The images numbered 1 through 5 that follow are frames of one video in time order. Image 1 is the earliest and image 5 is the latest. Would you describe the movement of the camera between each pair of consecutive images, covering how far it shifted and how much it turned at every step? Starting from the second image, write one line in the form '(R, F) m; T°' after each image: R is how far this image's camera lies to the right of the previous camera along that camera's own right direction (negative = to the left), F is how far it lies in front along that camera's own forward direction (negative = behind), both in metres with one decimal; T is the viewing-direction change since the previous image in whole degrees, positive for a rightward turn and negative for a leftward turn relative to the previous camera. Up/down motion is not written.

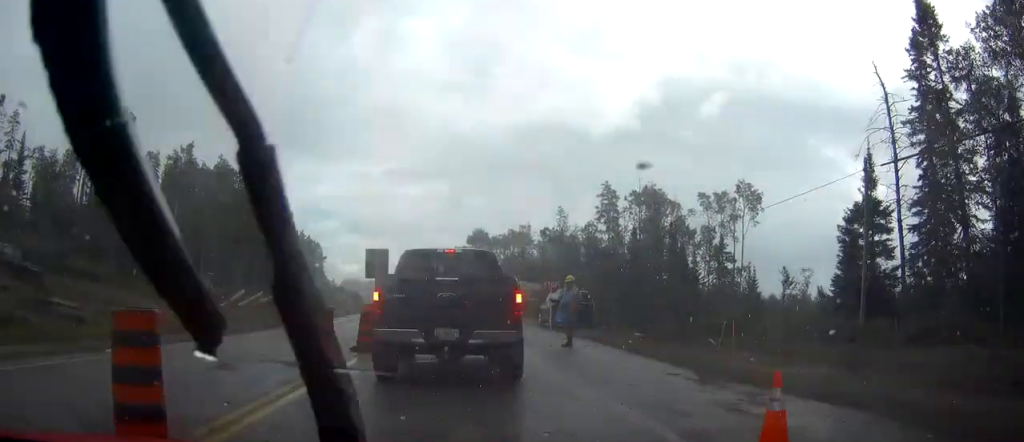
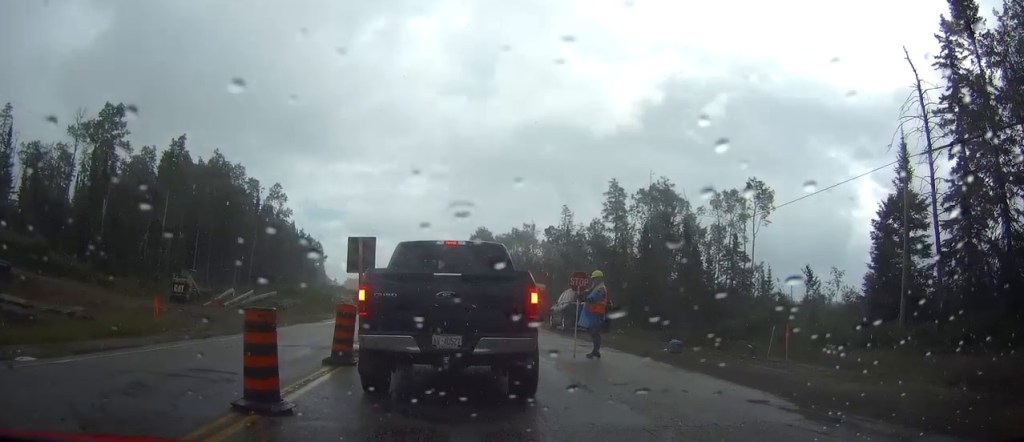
(0.0, +2.7) m; -7°
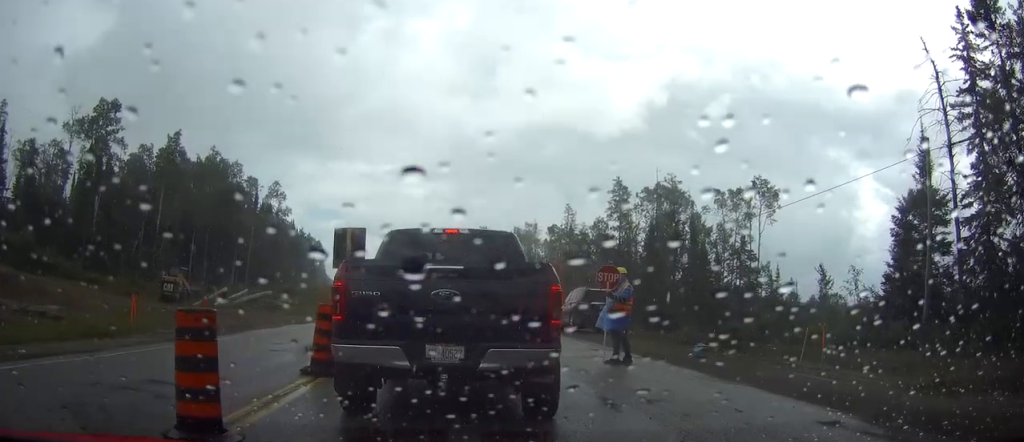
(-0.2, +1.2) m; 0°
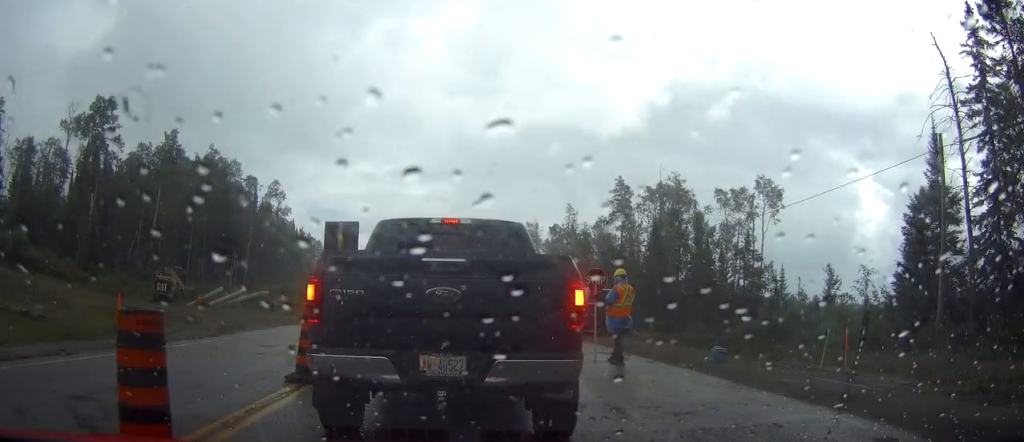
(-0.4, +0.6) m; 0°
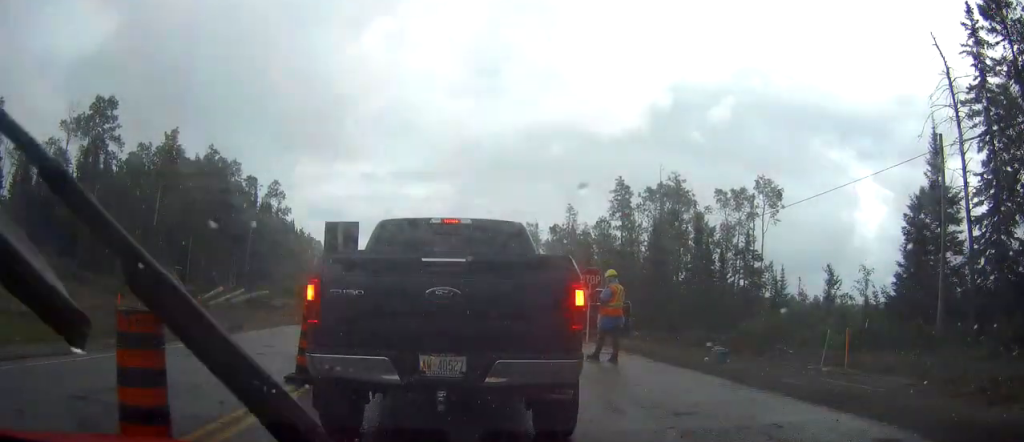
(0.0, 0.0) m; 0°
